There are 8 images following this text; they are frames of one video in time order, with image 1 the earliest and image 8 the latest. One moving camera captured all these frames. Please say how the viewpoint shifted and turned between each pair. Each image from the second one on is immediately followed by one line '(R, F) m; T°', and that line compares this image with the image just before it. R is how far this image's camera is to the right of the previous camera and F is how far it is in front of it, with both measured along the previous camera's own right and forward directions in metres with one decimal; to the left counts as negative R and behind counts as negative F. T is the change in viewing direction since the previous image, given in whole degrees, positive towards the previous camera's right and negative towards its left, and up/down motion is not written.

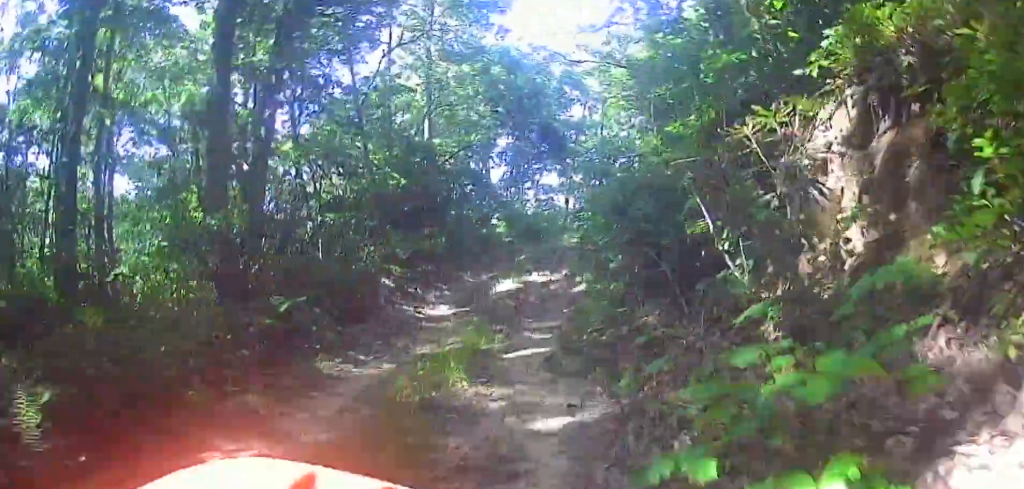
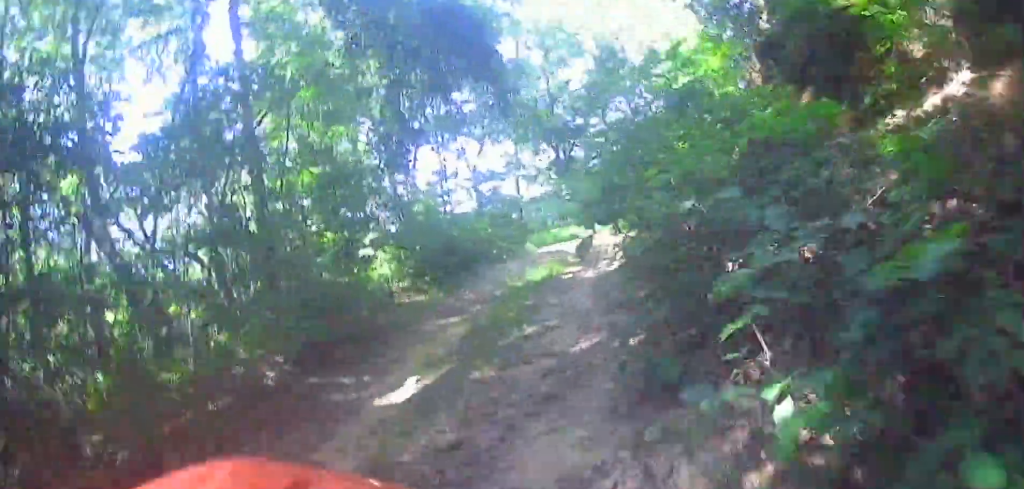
(+0.7, +12.1) m; +8°
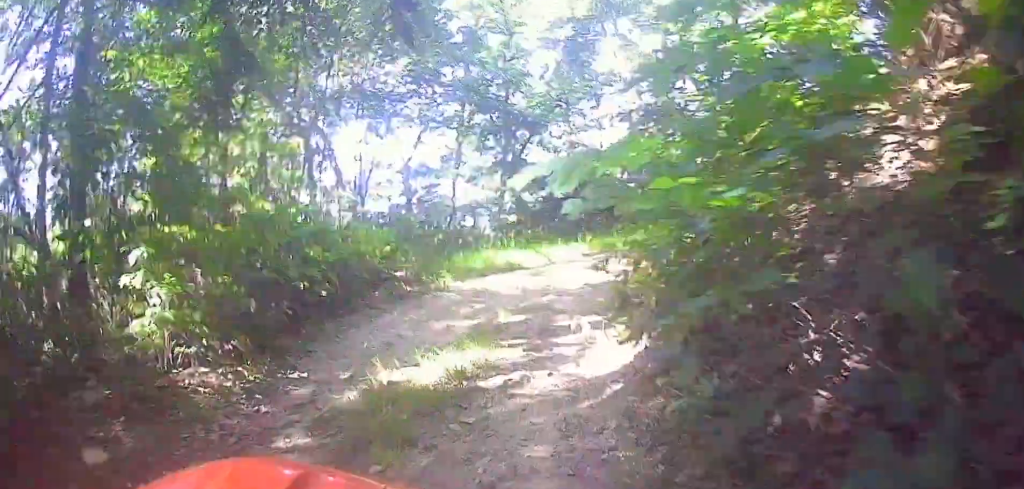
(+0.1, +5.6) m; +1°
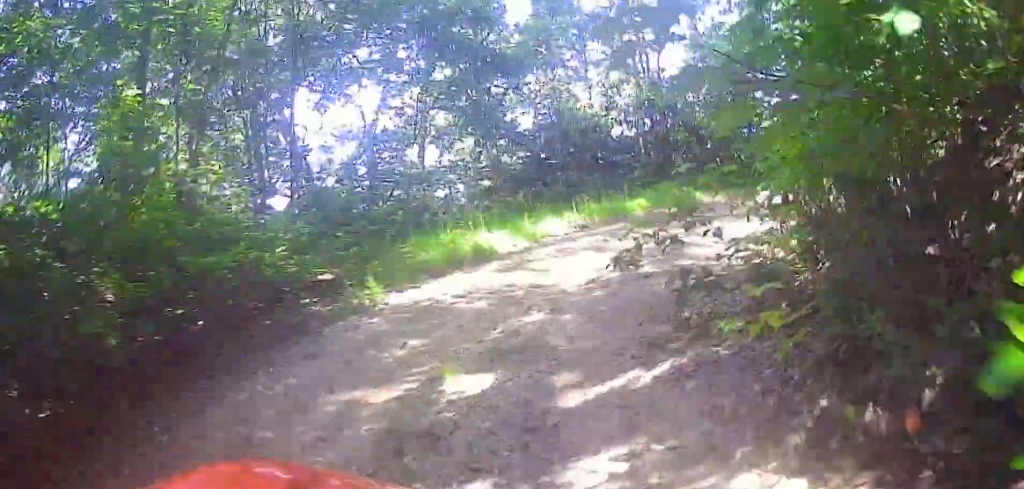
(0.0, +4.3) m; 0°
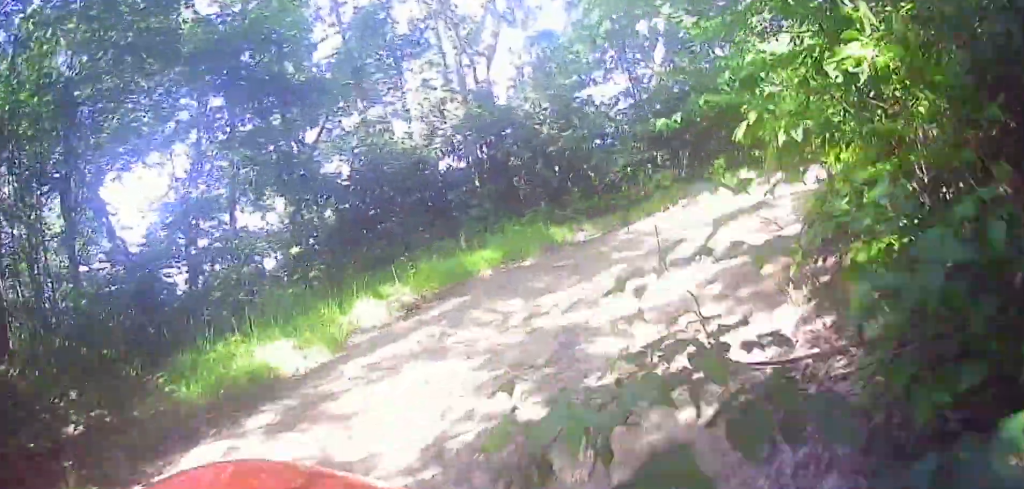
(0.0, +4.6) m; 0°
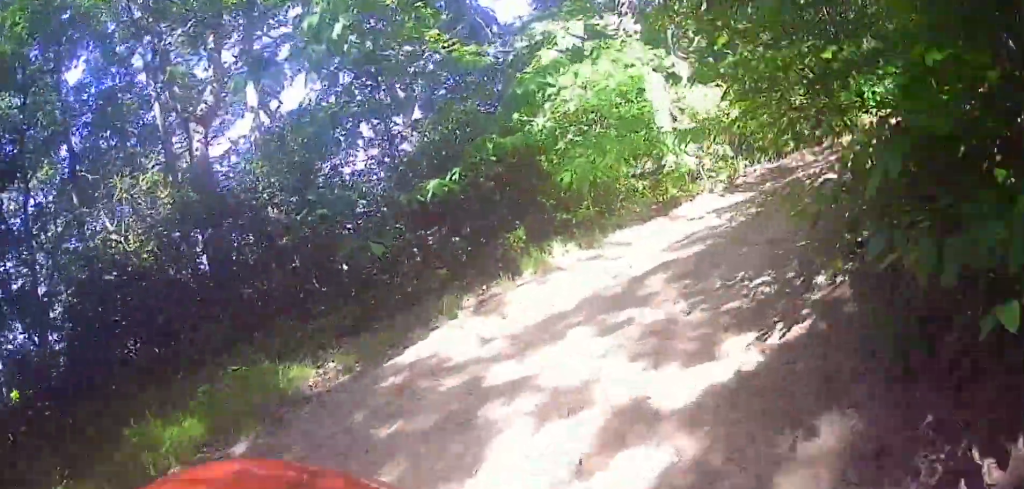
(0.0, +5.6) m; 0°
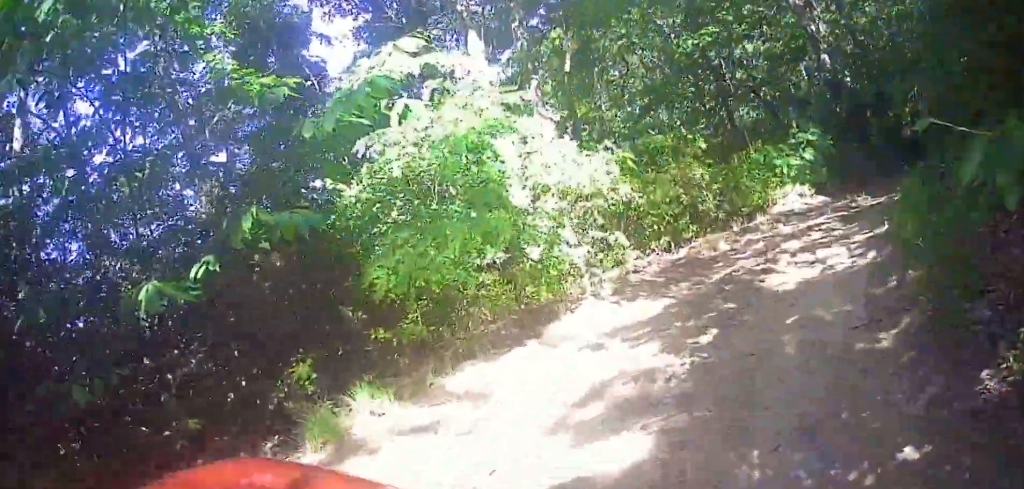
(0.0, +5.2) m; +1°
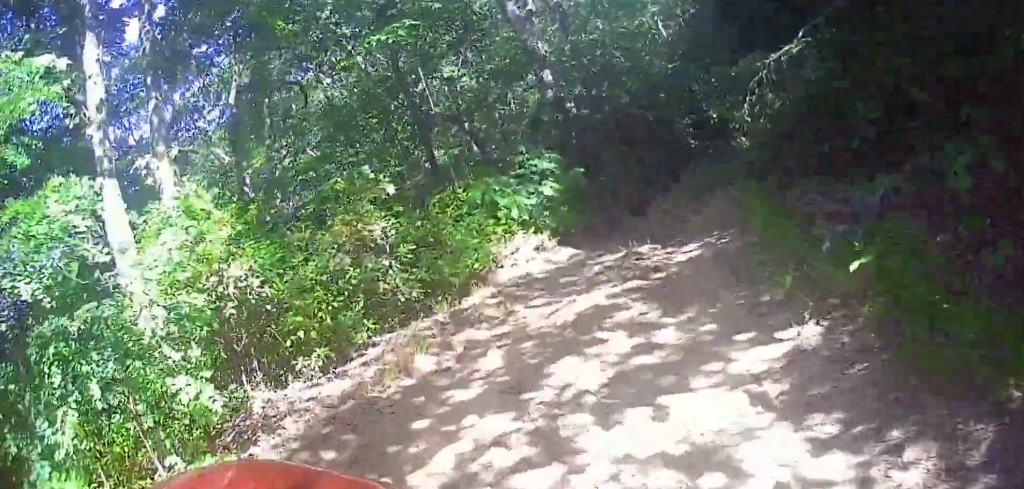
(+0.2, +5.7) m; +25°
